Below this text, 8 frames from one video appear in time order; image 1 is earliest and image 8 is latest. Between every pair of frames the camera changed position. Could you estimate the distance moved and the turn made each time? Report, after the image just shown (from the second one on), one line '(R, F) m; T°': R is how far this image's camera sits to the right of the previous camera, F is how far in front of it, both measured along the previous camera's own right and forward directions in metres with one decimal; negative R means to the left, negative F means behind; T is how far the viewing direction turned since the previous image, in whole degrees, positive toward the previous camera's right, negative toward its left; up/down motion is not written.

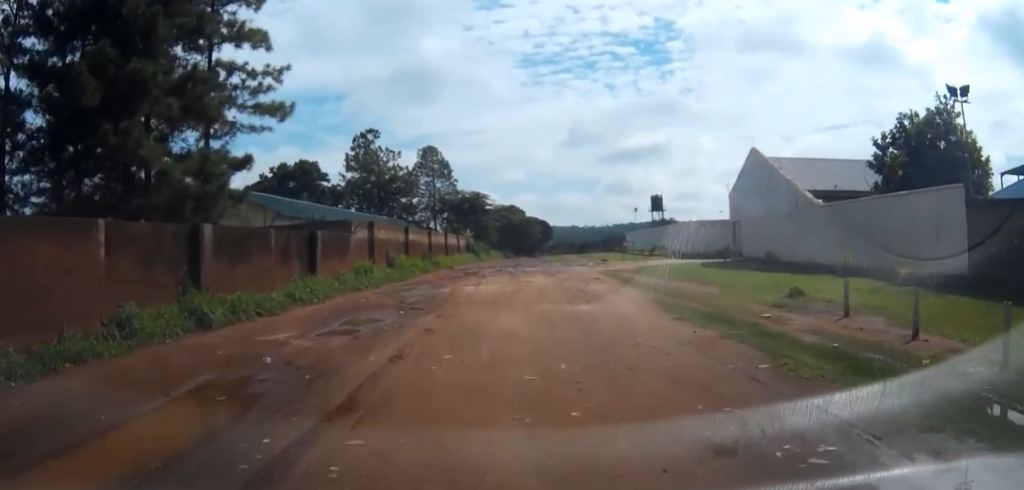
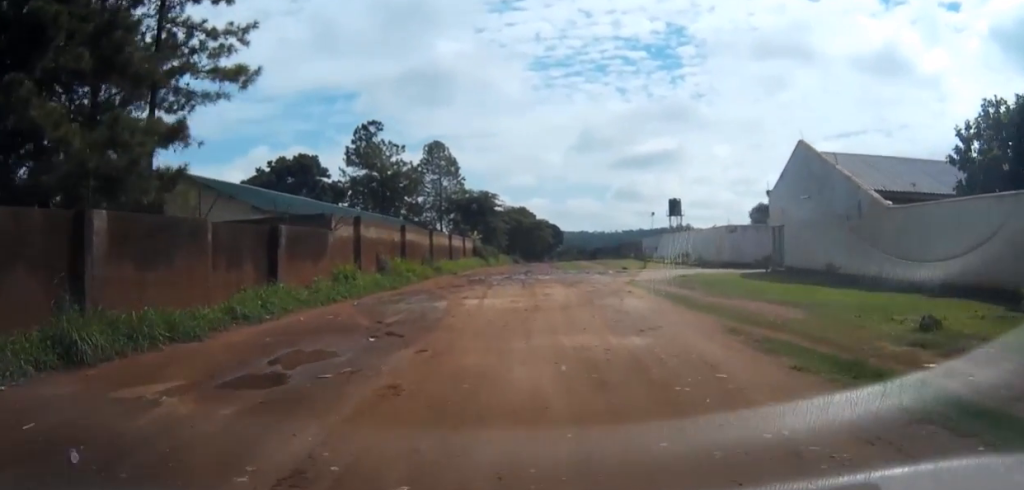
(-0.1, +5.2) m; -2°
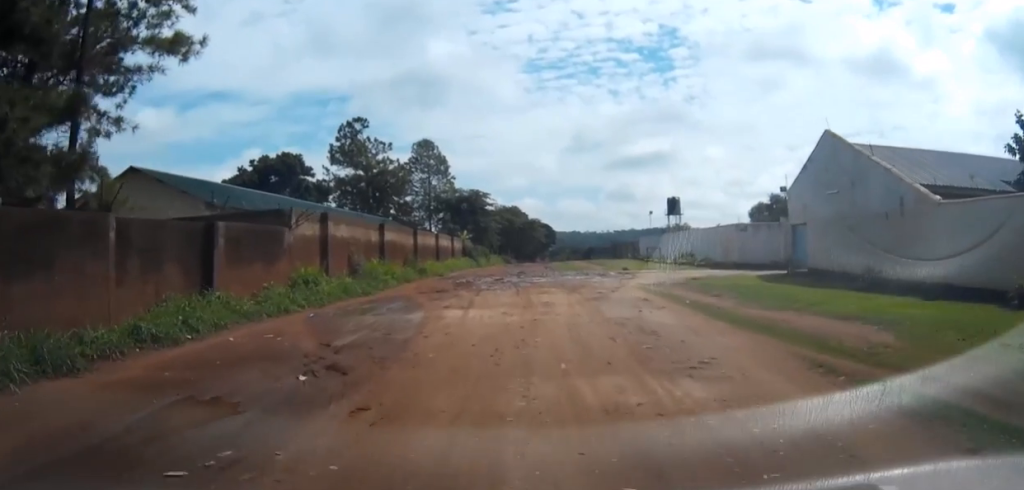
(0.0, +3.8) m; -1°
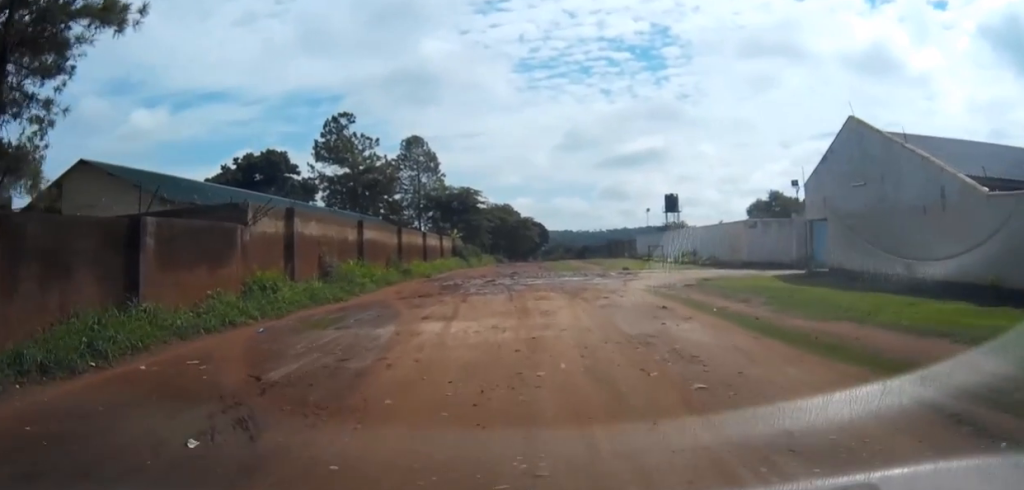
(0.0, +3.0) m; -1°
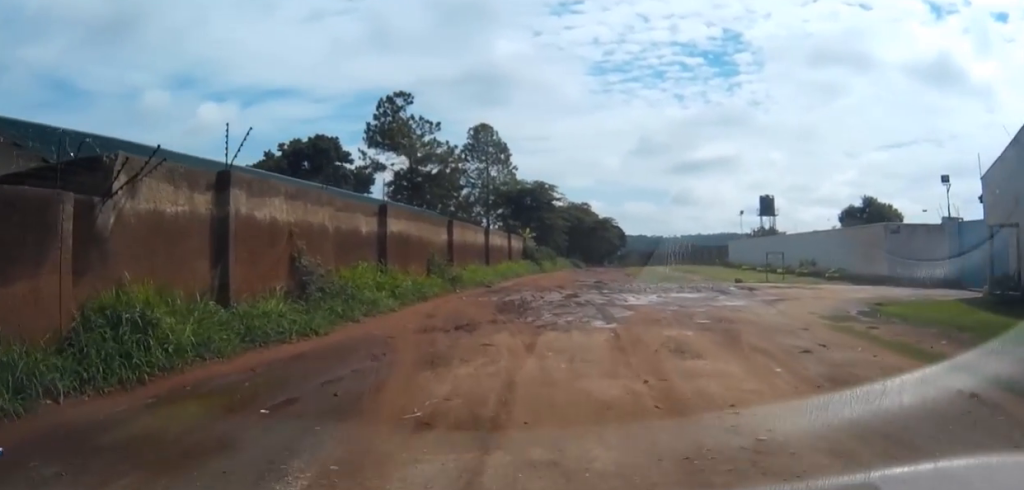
(-0.1, +9.1) m; -2°
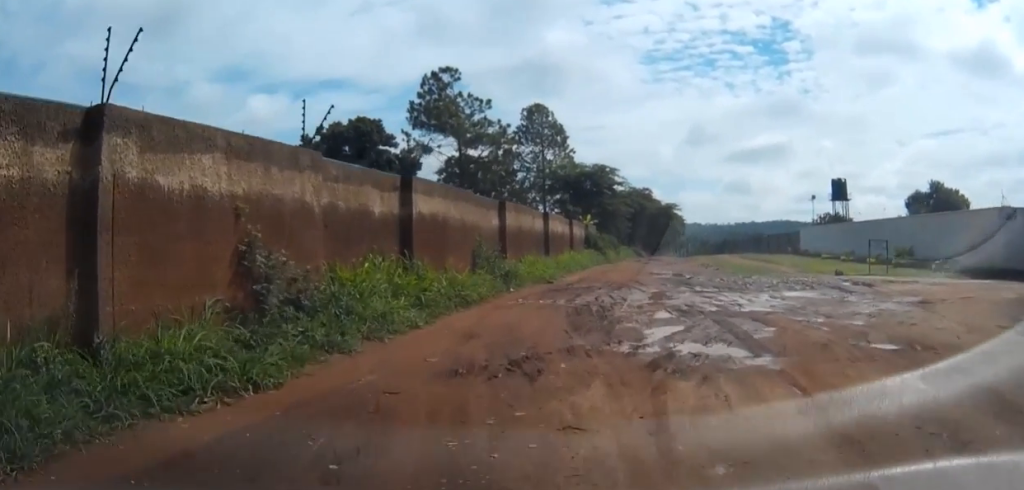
(-0.1, +5.4) m; -1°
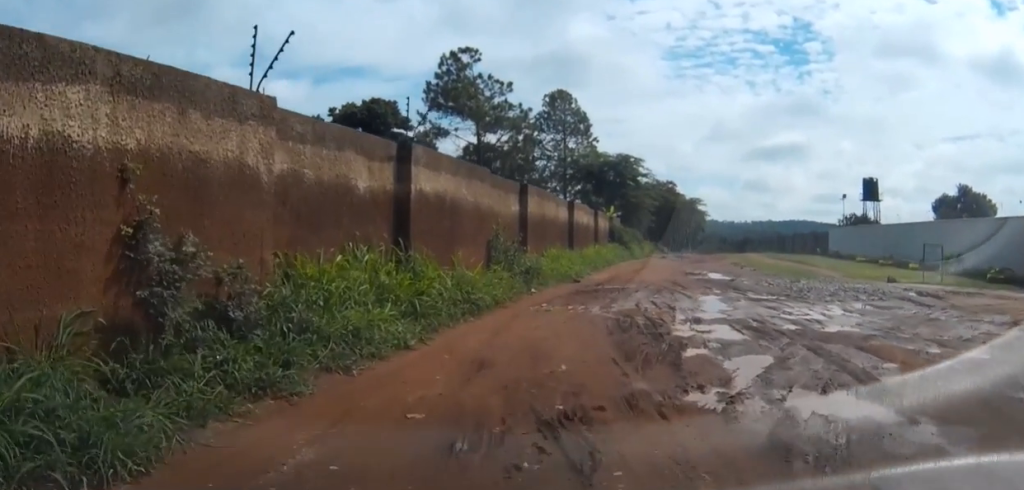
(0.0, +3.2) m; -1°
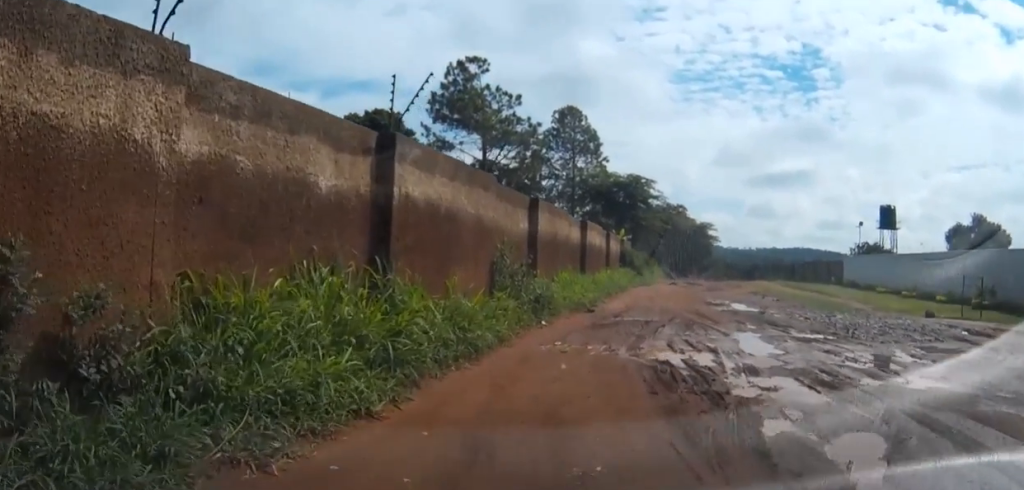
(0.0, +2.7) m; -1°
